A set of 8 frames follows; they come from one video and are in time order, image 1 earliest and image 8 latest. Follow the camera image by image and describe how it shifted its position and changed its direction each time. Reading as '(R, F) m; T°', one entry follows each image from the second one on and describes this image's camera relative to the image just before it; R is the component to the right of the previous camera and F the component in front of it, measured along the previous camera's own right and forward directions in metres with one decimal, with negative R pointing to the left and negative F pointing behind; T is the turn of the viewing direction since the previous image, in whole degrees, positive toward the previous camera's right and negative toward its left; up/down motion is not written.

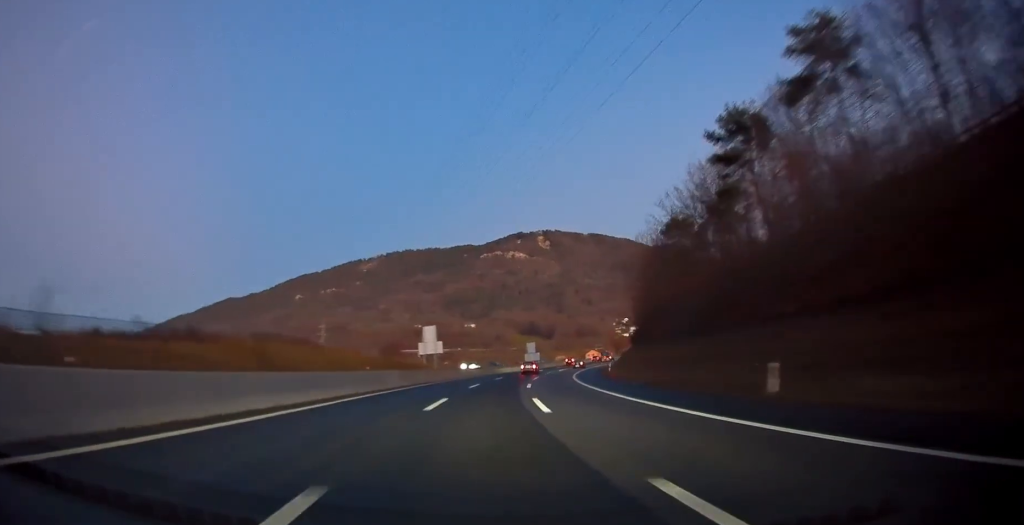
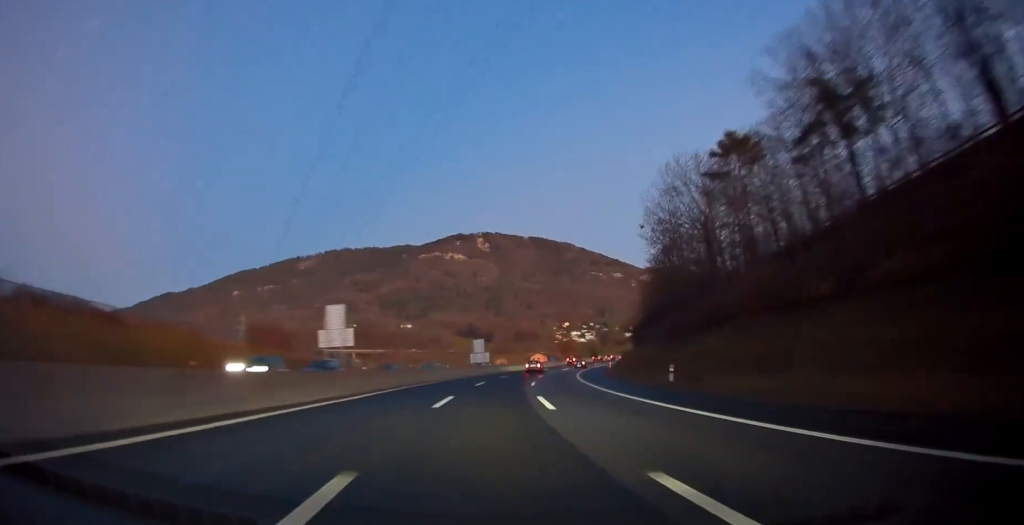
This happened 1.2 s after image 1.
(+2.2, +34.7) m; +7°
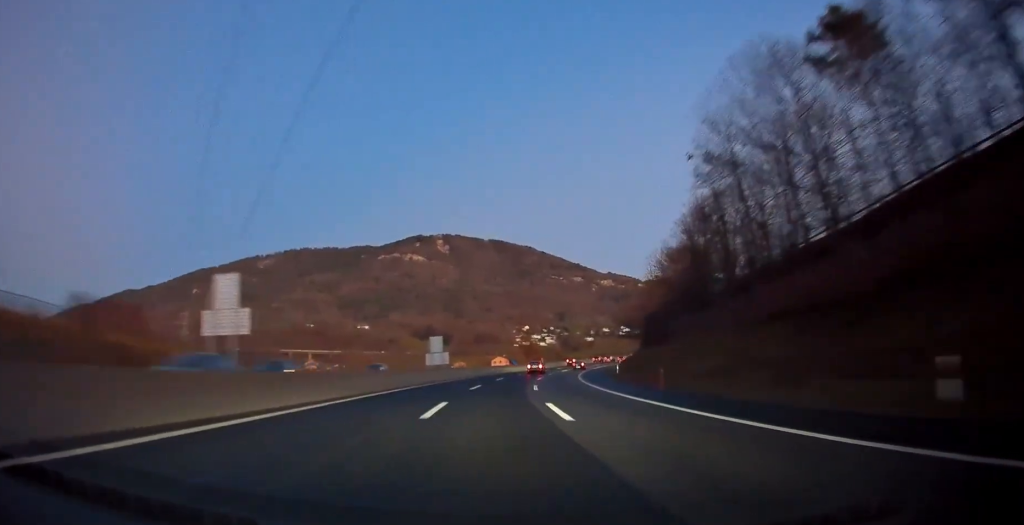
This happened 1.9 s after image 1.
(+1.1, +22.8) m; +3°
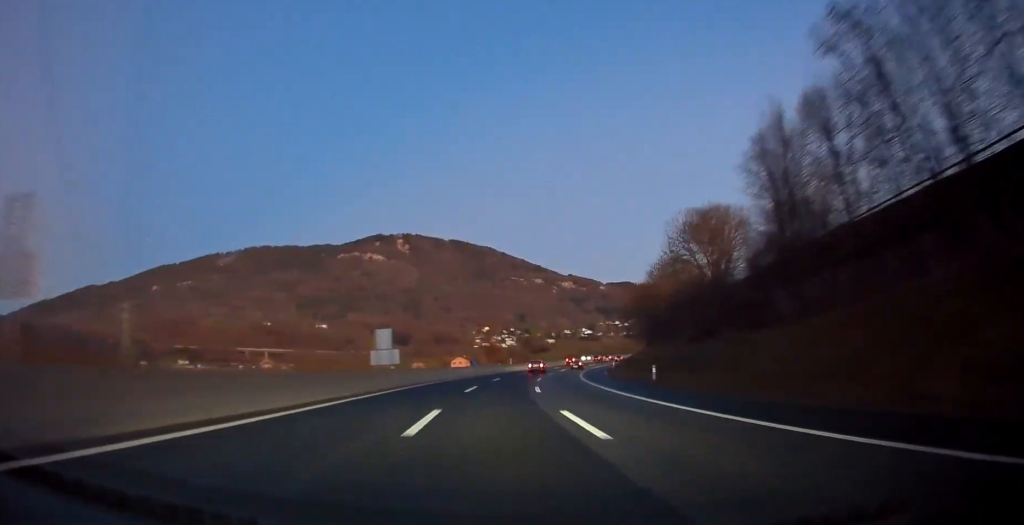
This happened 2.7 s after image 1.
(+0.3, +21.9) m; +3°
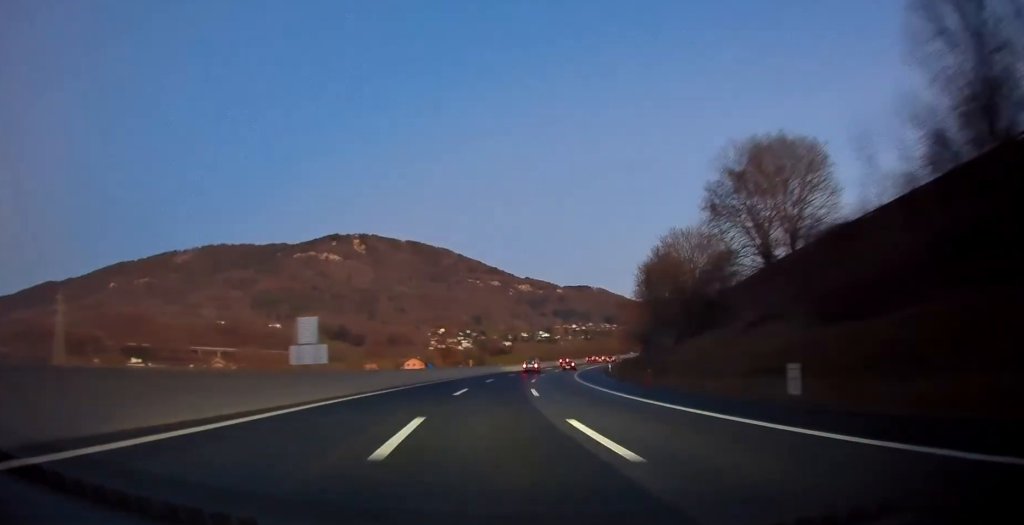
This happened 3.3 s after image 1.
(+0.6, +19.9) m; +4°
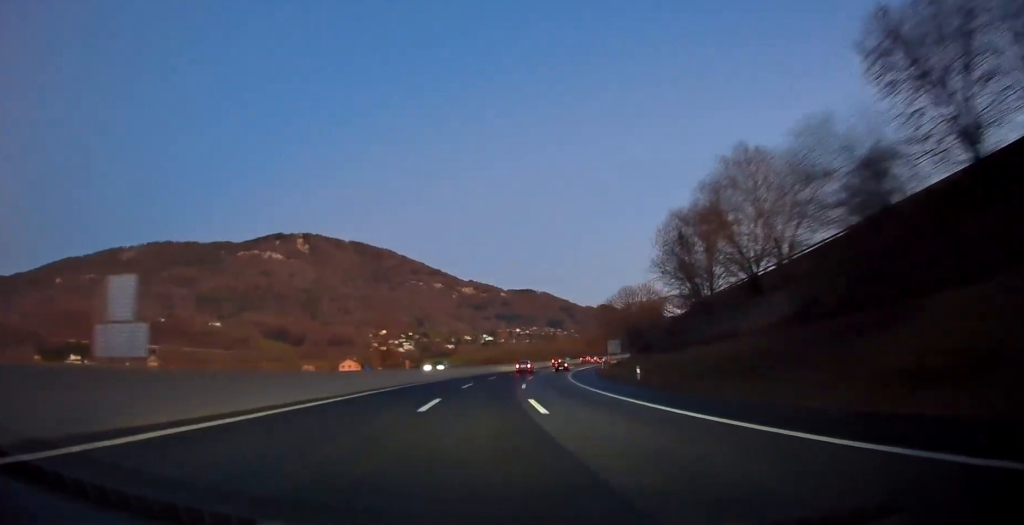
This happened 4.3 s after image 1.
(+1.5, +27.8) m; +6°
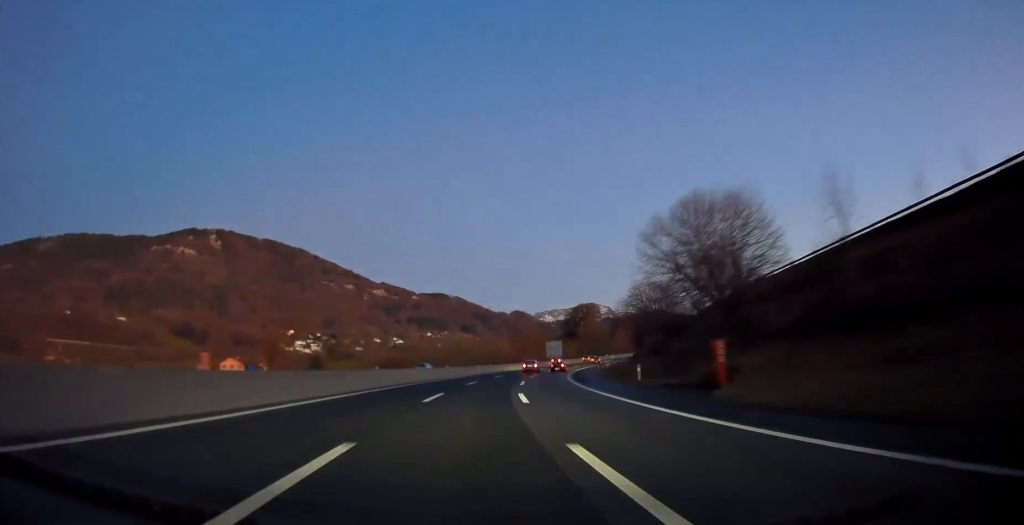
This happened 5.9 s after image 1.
(+4.1, +49.6) m; +10°
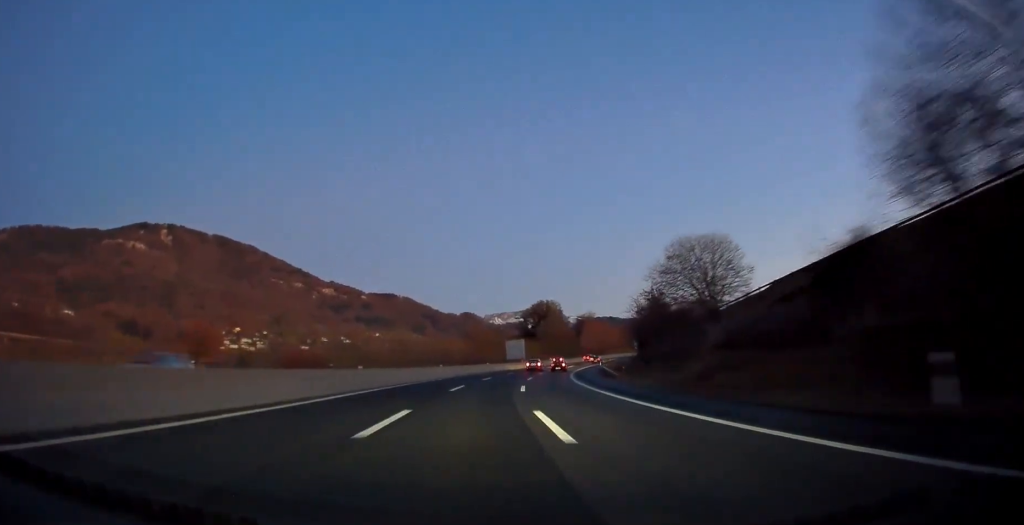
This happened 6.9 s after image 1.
(+1.1, +28.9) m; +5°
